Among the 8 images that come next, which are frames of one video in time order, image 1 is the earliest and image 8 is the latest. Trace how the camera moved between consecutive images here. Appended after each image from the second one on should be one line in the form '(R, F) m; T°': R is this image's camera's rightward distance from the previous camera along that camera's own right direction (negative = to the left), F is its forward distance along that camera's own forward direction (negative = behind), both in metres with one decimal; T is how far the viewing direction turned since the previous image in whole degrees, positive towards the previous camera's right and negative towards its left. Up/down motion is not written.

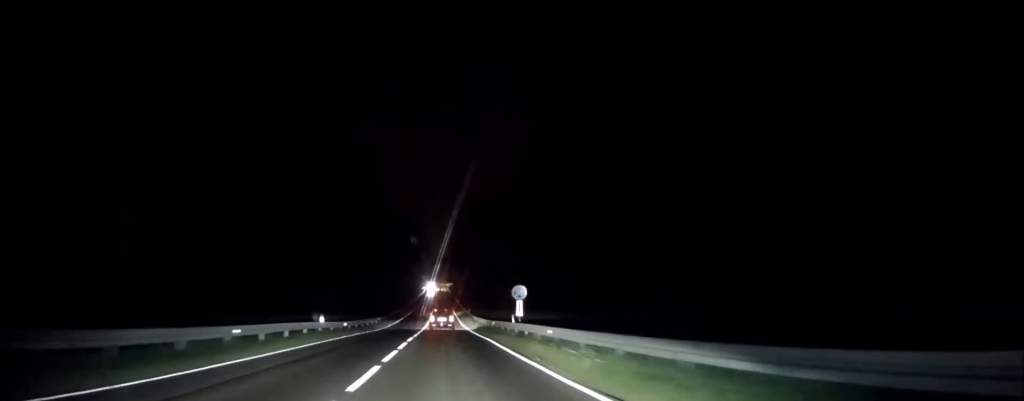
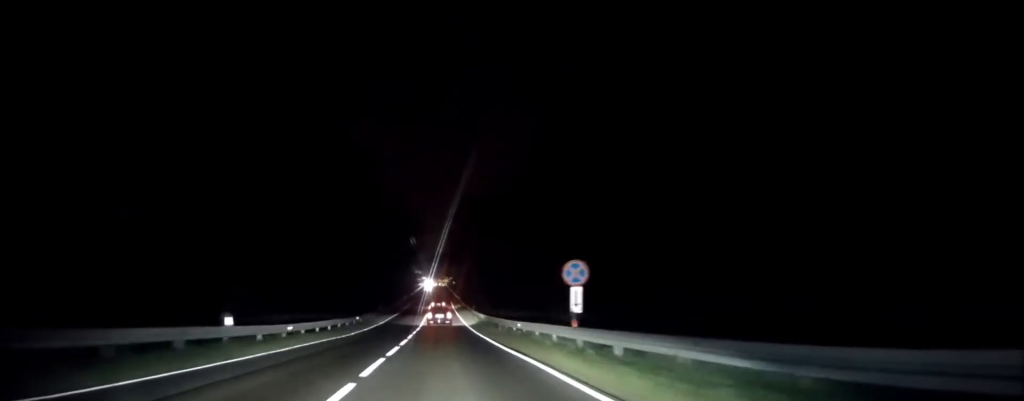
(0.0, +15.6) m; 0°
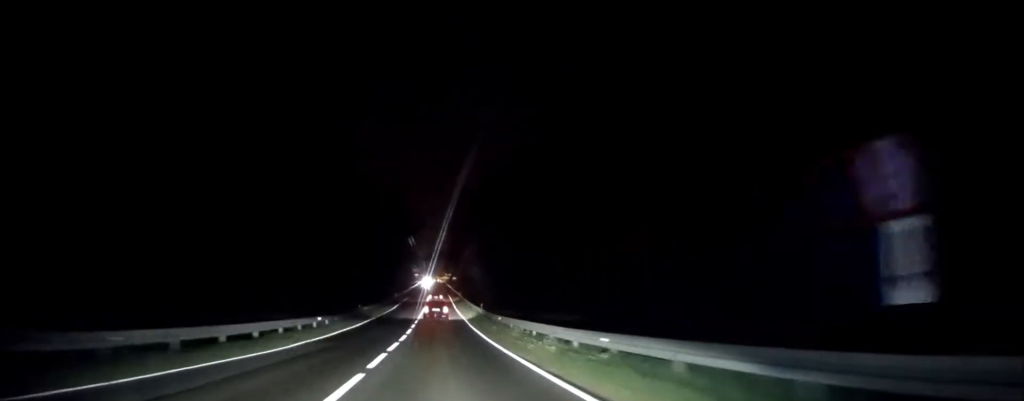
(0.0, +15.7) m; 0°
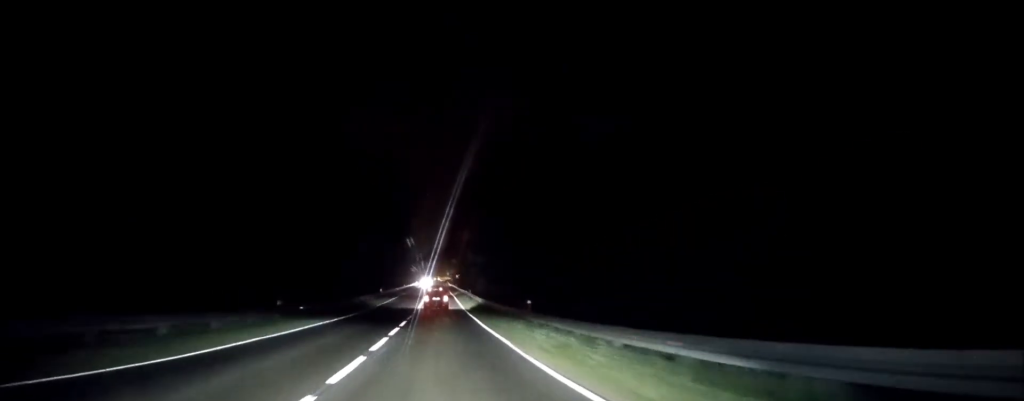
(-0.1, +28.6) m; -1°
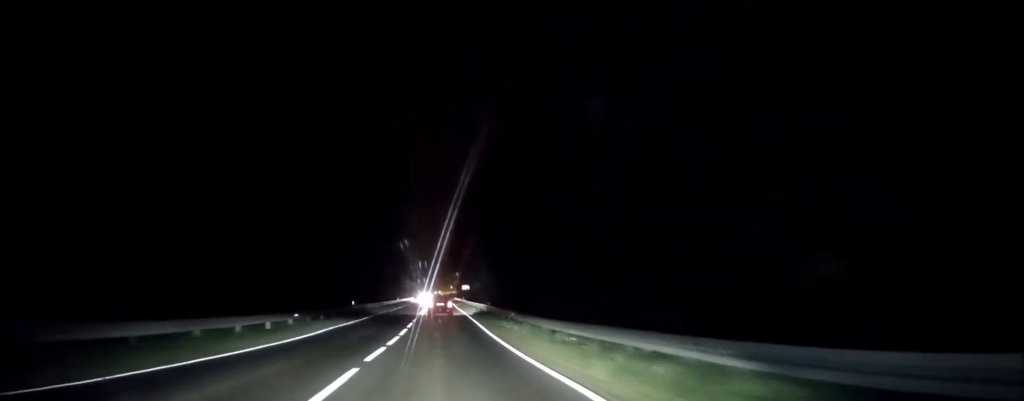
(-0.1, +25.5) m; 0°
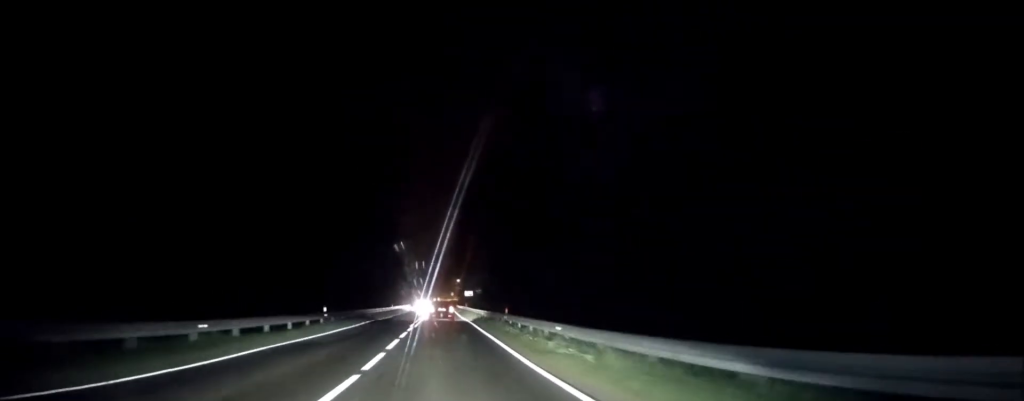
(0.0, +11.8) m; 0°
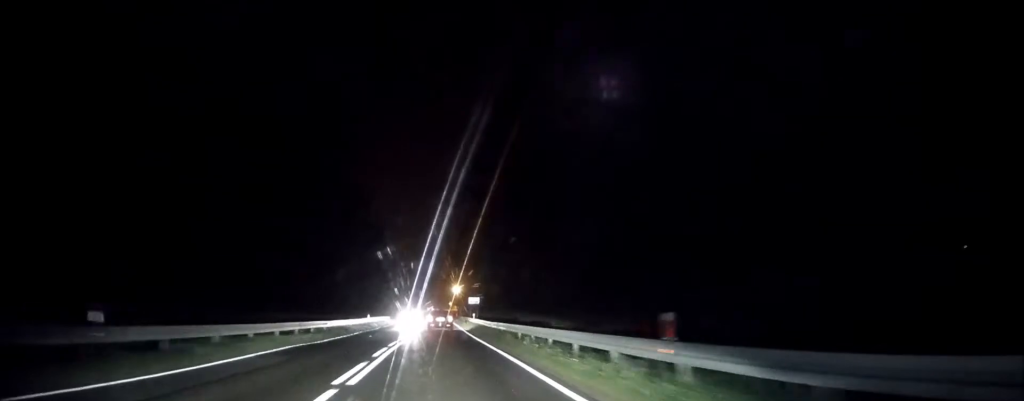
(+0.2, +24.5) m; +1°
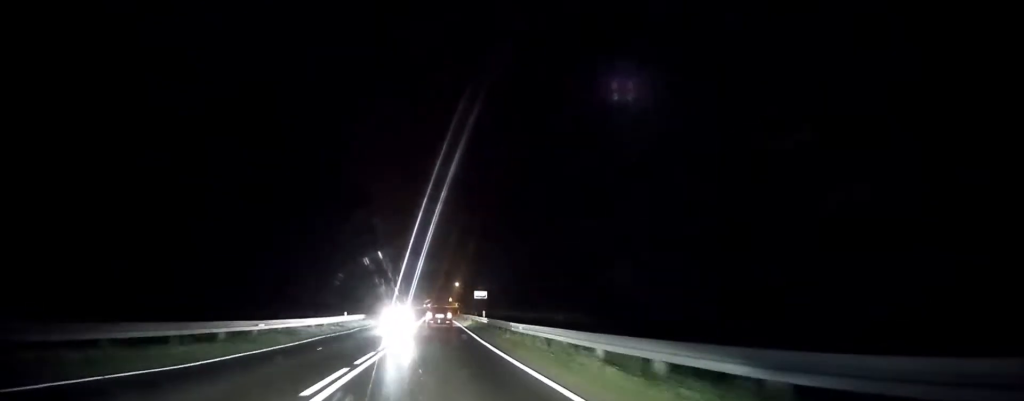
(+0.1, +13.9) m; 0°
